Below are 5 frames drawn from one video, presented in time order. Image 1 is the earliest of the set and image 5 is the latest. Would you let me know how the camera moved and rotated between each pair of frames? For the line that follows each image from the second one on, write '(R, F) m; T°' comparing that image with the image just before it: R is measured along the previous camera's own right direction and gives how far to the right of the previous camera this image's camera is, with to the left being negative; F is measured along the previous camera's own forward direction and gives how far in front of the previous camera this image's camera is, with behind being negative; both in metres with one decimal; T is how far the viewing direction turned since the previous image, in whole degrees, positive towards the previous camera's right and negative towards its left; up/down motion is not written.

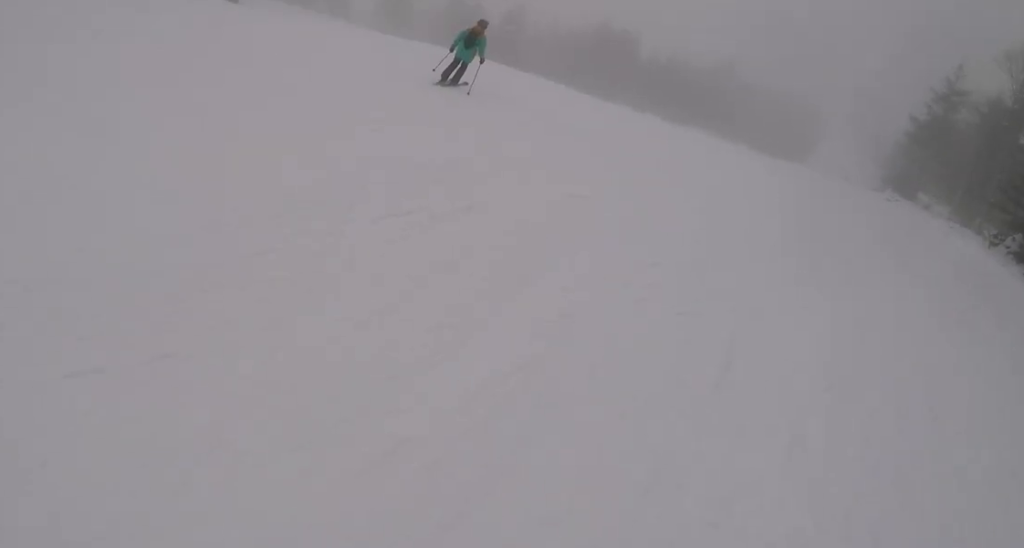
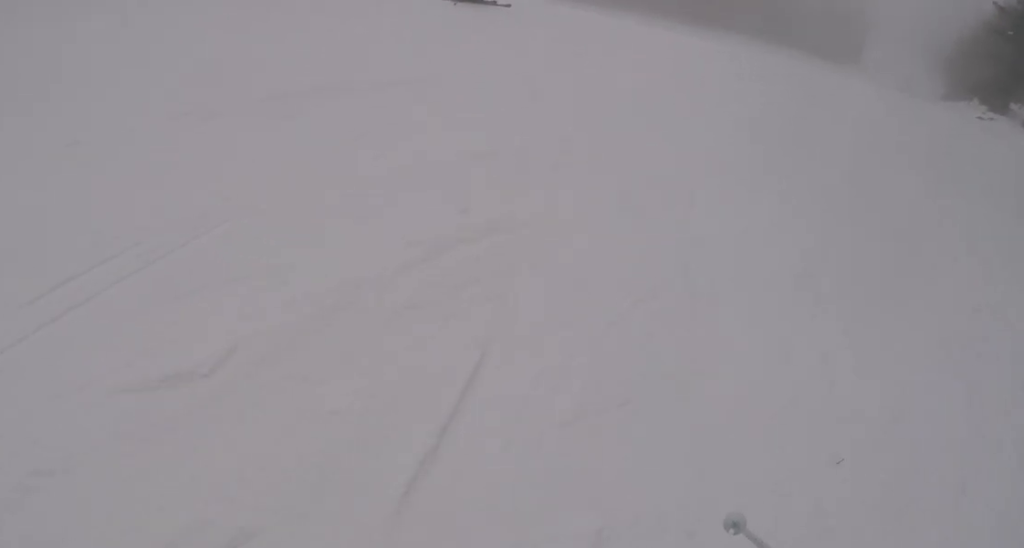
(0.0, +5.9) m; -5°
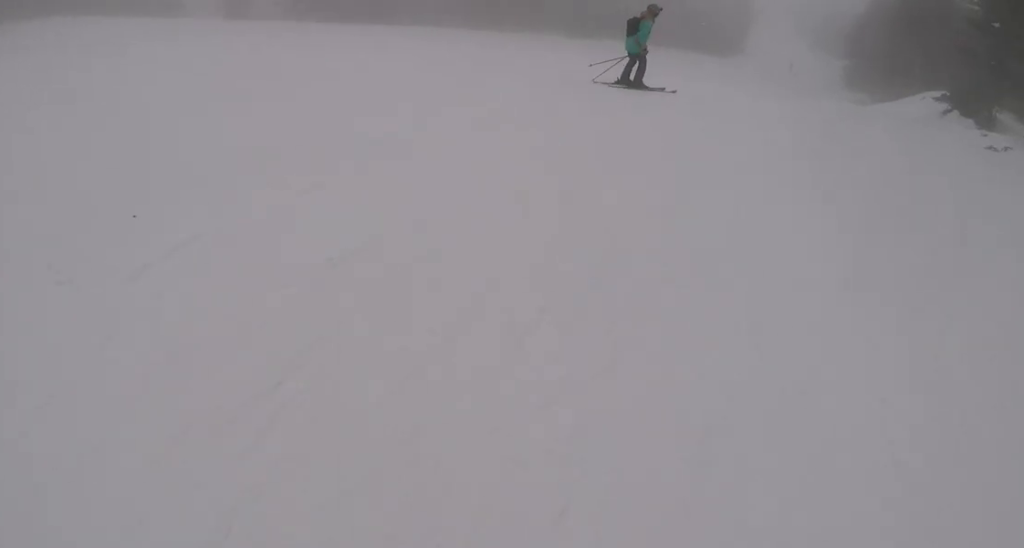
(-0.9, +6.9) m; -8°
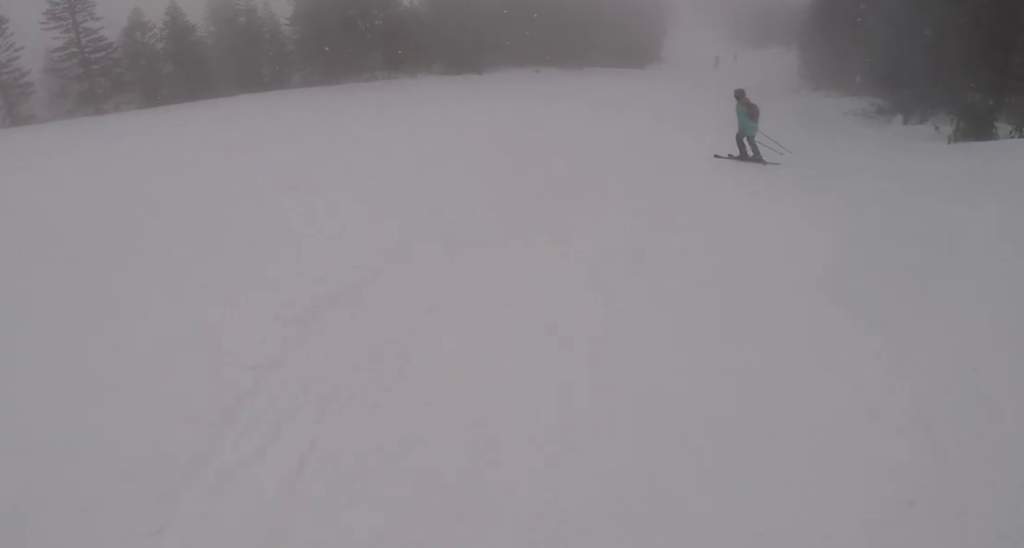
(+2.8, +17.0) m; +13°
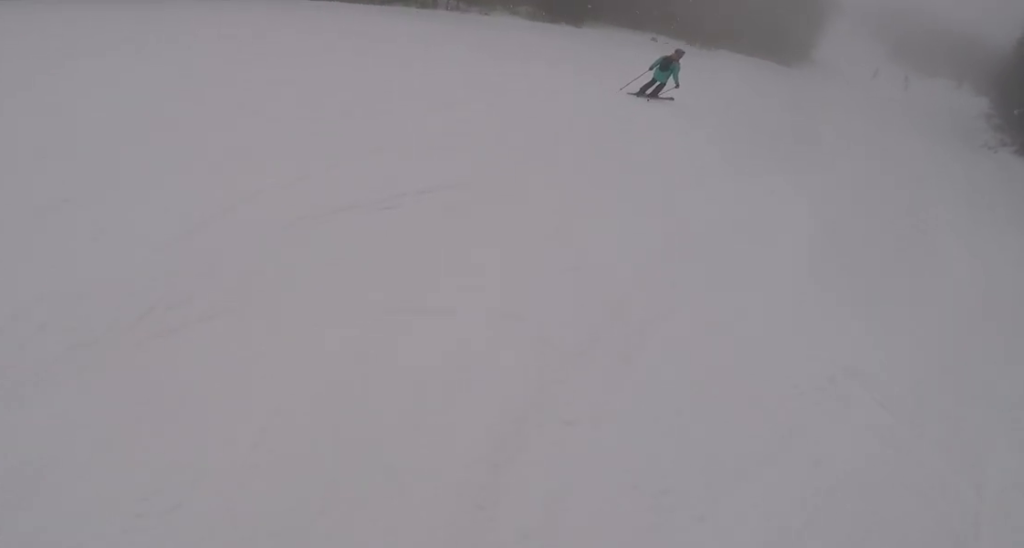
(-1.7, +13.1) m; -10°
